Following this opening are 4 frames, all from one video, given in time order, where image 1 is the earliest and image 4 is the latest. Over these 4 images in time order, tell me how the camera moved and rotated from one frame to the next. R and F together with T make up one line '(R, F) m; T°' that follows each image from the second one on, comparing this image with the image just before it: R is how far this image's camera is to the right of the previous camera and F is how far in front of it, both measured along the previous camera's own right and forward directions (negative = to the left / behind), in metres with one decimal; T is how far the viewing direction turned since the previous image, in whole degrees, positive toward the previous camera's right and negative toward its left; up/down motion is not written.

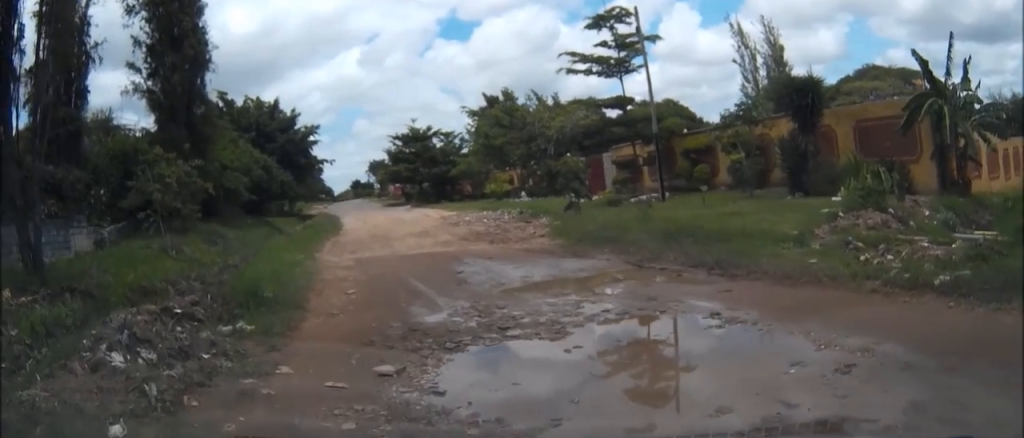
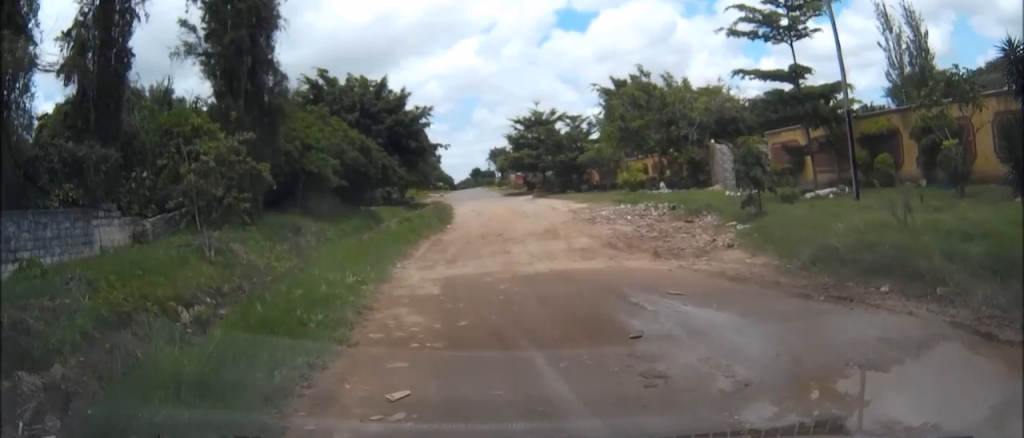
(-1.8, +5.9) m; -24°
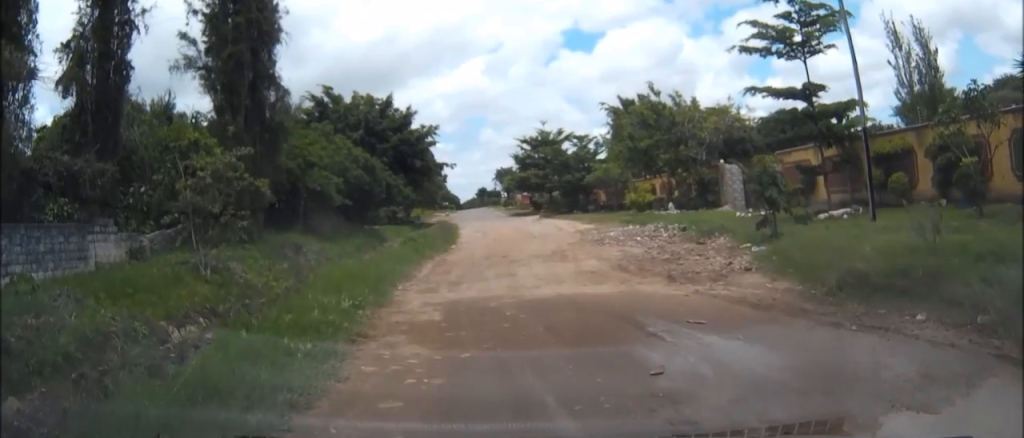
(0.0, +0.7) m; +3°
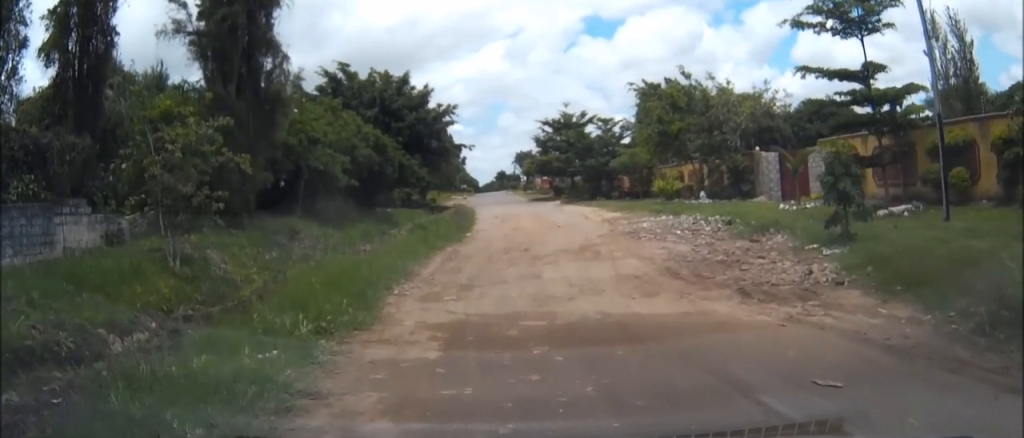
(+0.3, +2.9) m; +6°
